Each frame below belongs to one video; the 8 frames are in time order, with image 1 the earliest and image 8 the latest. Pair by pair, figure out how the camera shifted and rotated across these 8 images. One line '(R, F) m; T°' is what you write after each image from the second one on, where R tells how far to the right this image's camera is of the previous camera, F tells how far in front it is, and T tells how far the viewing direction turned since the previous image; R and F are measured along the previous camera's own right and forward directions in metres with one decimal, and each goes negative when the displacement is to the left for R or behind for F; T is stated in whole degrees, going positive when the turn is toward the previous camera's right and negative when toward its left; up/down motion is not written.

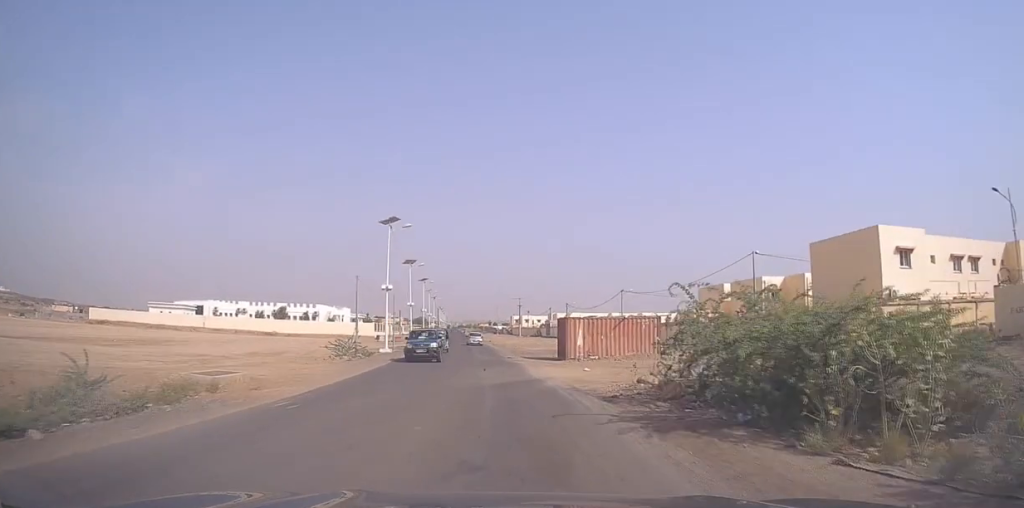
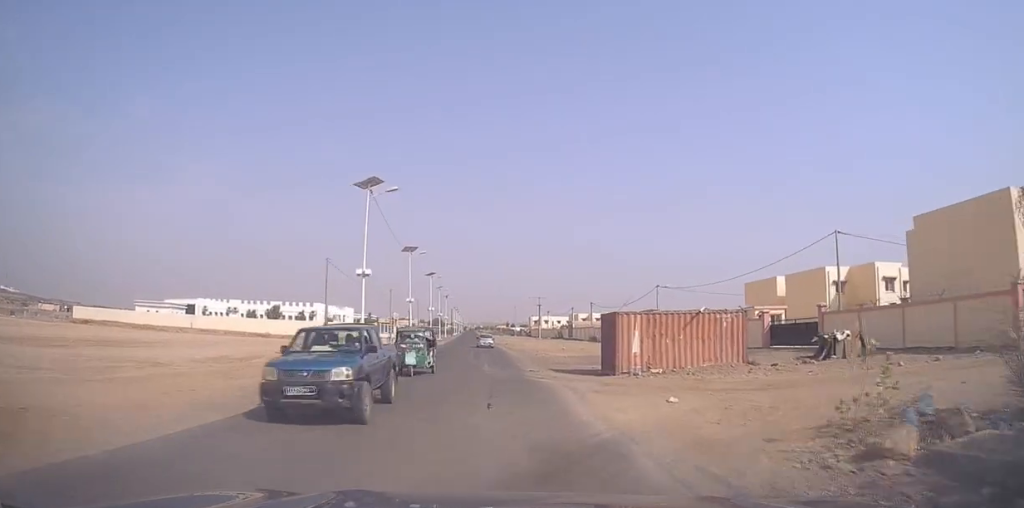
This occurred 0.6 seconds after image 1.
(-0.6, +11.6) m; -5°
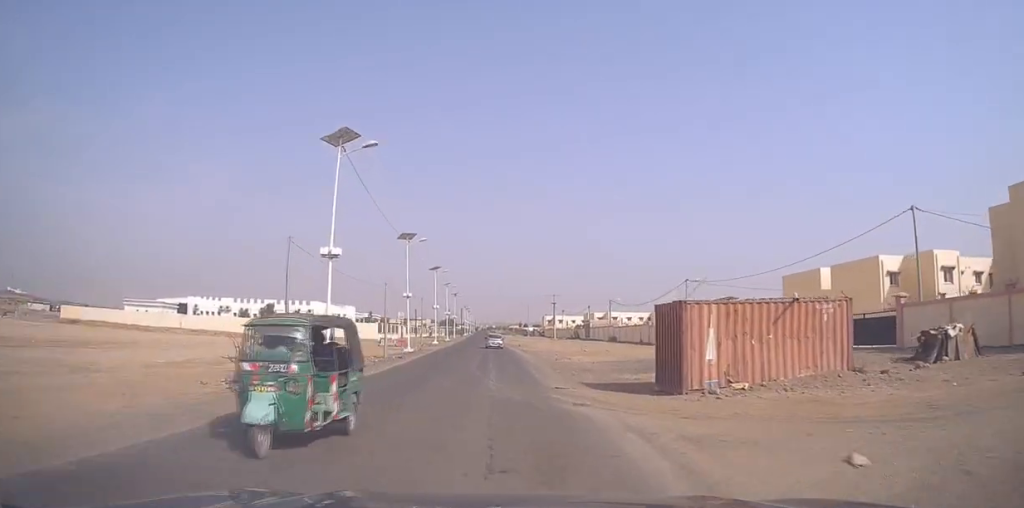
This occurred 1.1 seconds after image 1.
(-0.3, +7.9) m; -3°
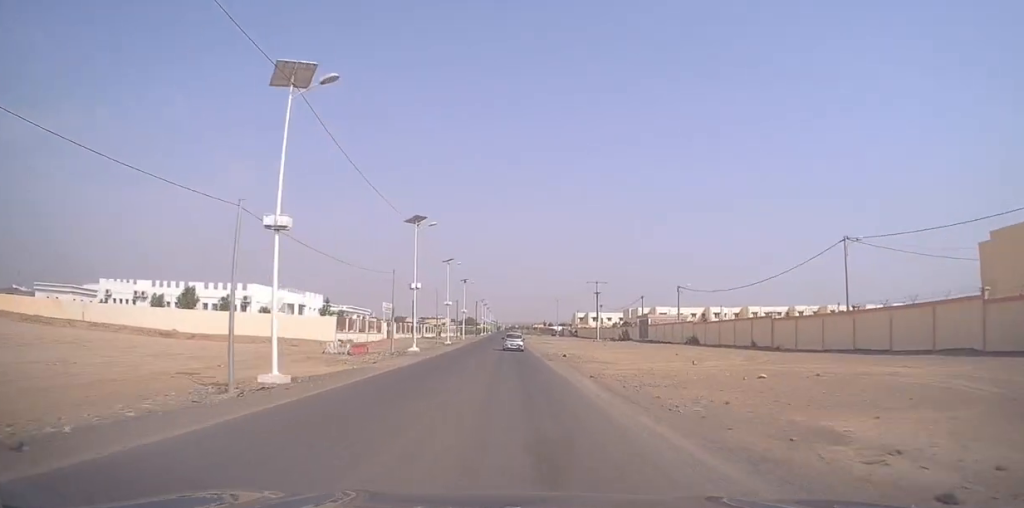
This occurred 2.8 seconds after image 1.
(-2.4, +32.0) m; -6°
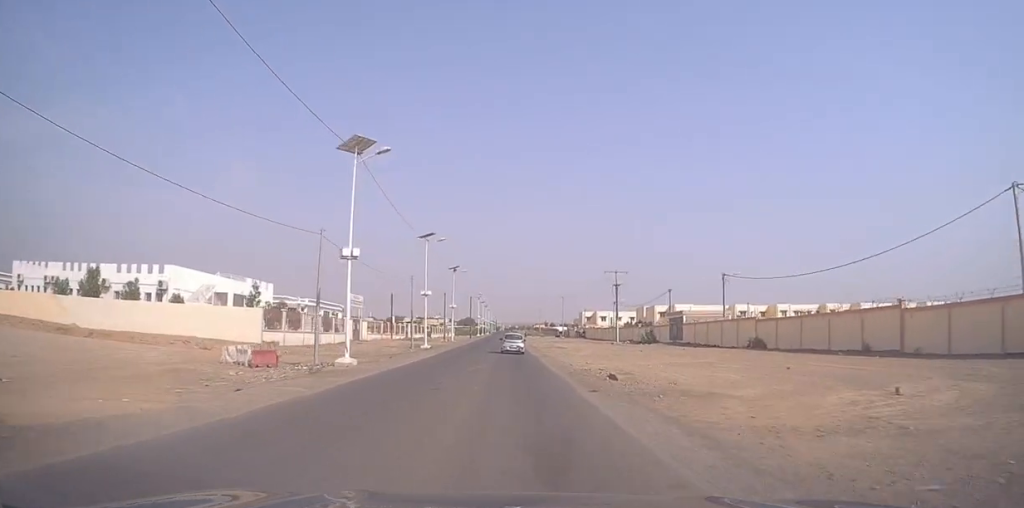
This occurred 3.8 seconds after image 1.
(-0.1, +18.0) m; 0°
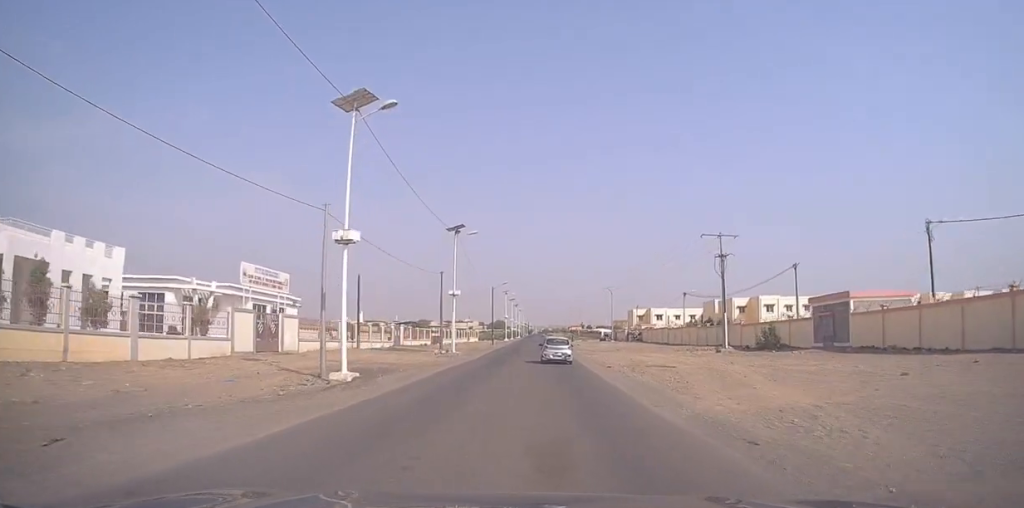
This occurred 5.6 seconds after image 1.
(0.0, +31.7) m; 0°
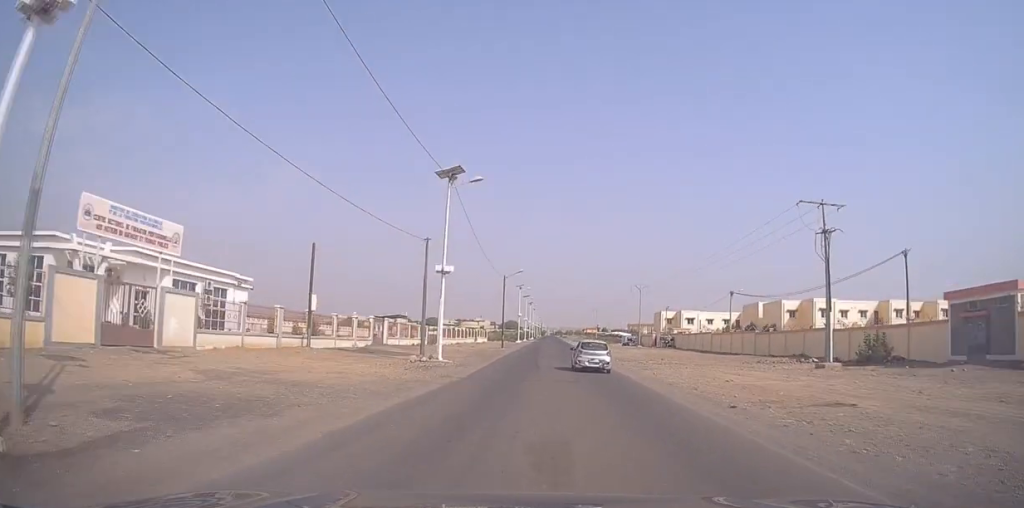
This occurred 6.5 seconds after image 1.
(-0.2, +14.8) m; 0°
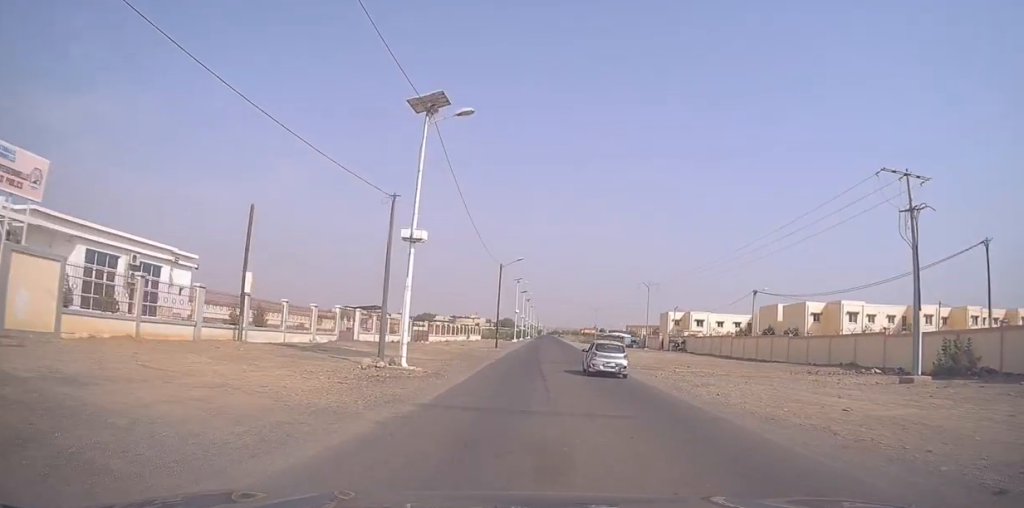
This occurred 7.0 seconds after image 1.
(+0.2, +8.5) m; -1°
